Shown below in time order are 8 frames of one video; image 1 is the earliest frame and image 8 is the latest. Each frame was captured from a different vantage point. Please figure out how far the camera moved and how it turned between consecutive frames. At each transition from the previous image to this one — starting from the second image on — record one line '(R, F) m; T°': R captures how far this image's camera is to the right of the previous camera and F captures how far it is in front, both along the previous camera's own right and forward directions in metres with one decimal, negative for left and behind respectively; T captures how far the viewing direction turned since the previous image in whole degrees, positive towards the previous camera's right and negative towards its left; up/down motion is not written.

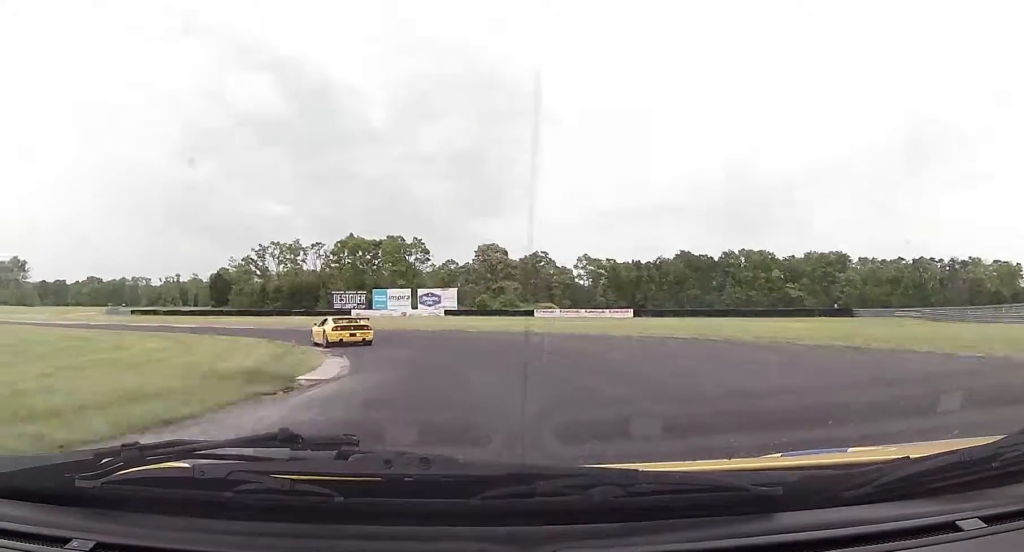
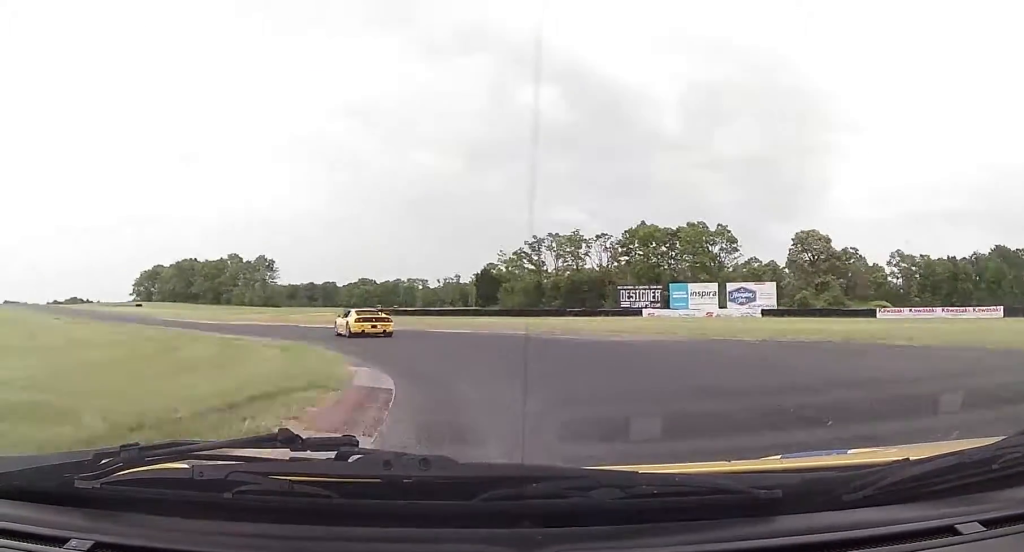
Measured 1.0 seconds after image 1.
(-4.2, +23.4) m; -24°
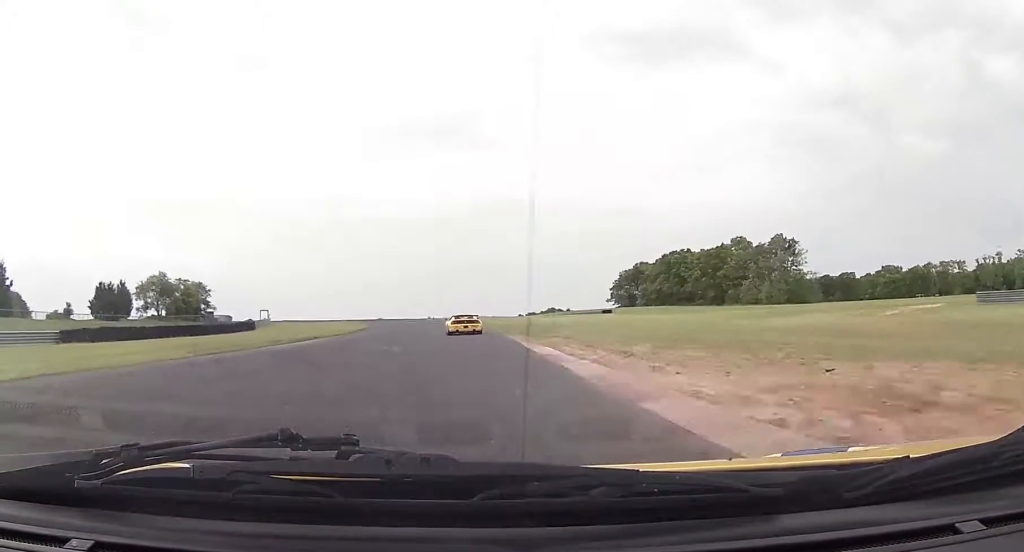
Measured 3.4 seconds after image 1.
(-34.8, +61.9) m; -44°
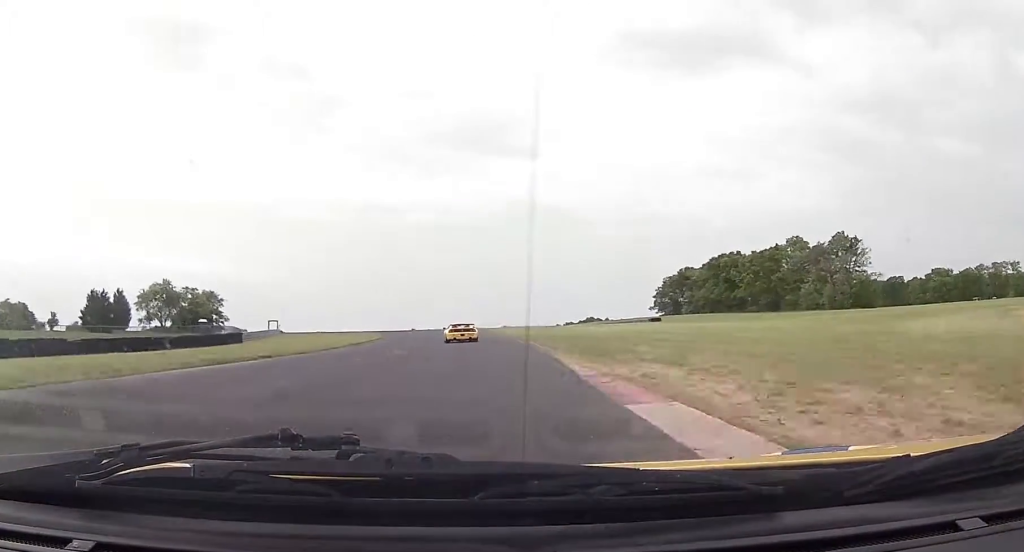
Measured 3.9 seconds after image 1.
(-0.4, +18.1) m; -4°
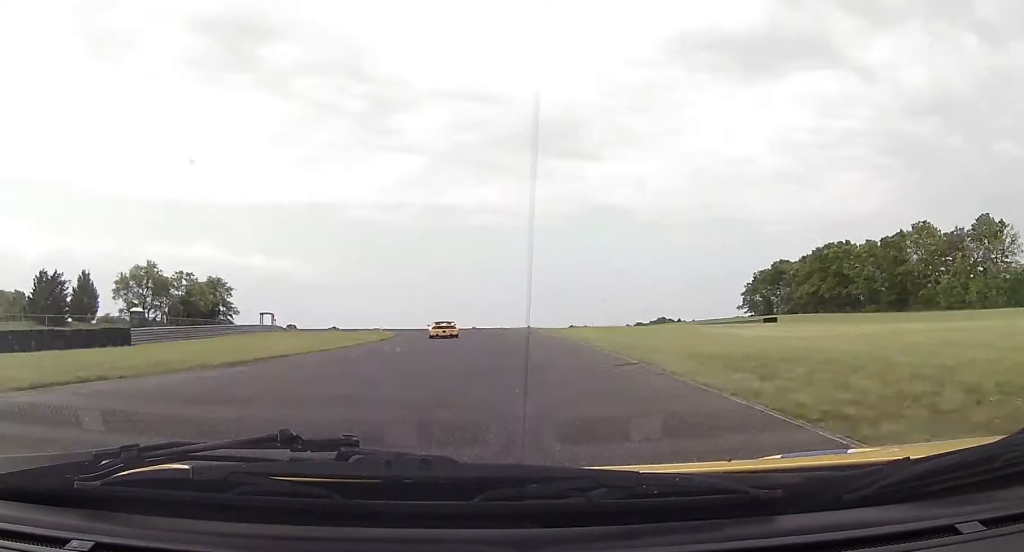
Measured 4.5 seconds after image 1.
(-0.8, +19.6) m; -3°
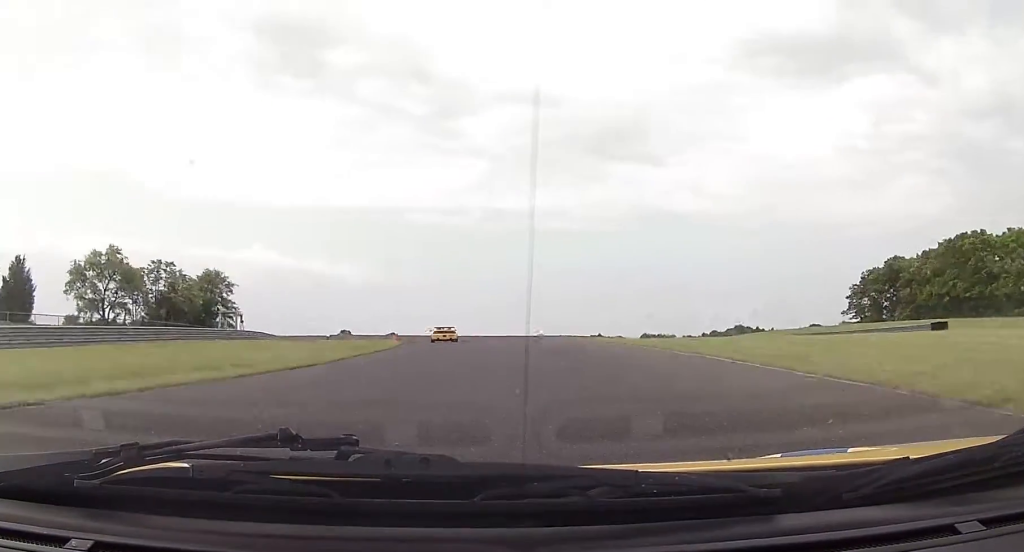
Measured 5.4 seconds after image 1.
(-1.7, +34.3) m; -5°
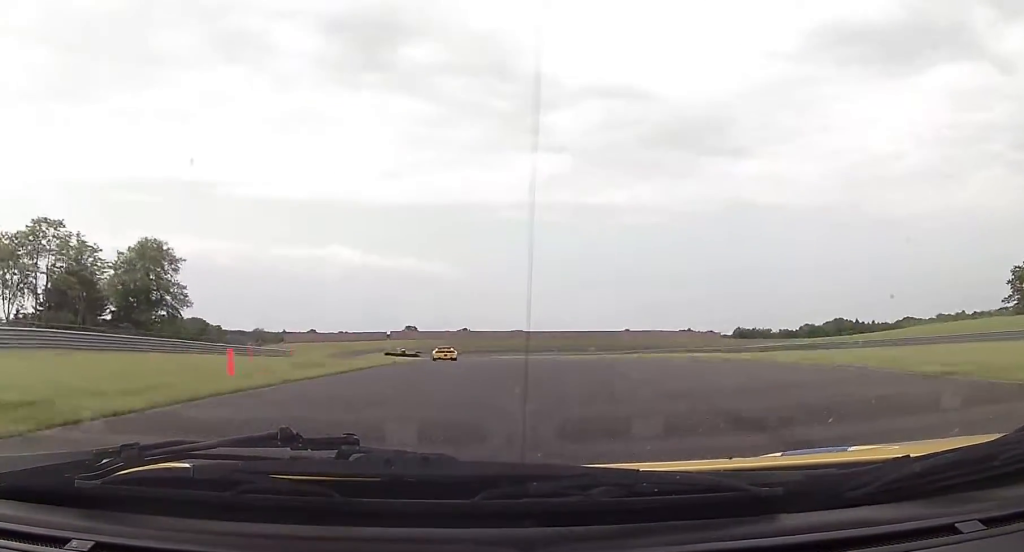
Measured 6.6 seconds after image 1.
(-2.0, +44.4) m; -7°
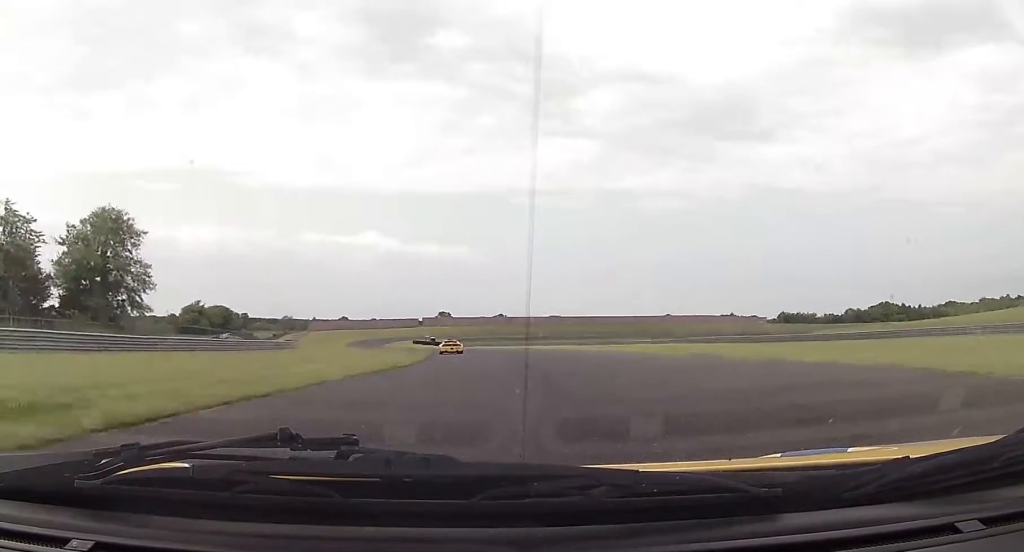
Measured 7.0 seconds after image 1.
(-0.1, +16.1) m; -3°
